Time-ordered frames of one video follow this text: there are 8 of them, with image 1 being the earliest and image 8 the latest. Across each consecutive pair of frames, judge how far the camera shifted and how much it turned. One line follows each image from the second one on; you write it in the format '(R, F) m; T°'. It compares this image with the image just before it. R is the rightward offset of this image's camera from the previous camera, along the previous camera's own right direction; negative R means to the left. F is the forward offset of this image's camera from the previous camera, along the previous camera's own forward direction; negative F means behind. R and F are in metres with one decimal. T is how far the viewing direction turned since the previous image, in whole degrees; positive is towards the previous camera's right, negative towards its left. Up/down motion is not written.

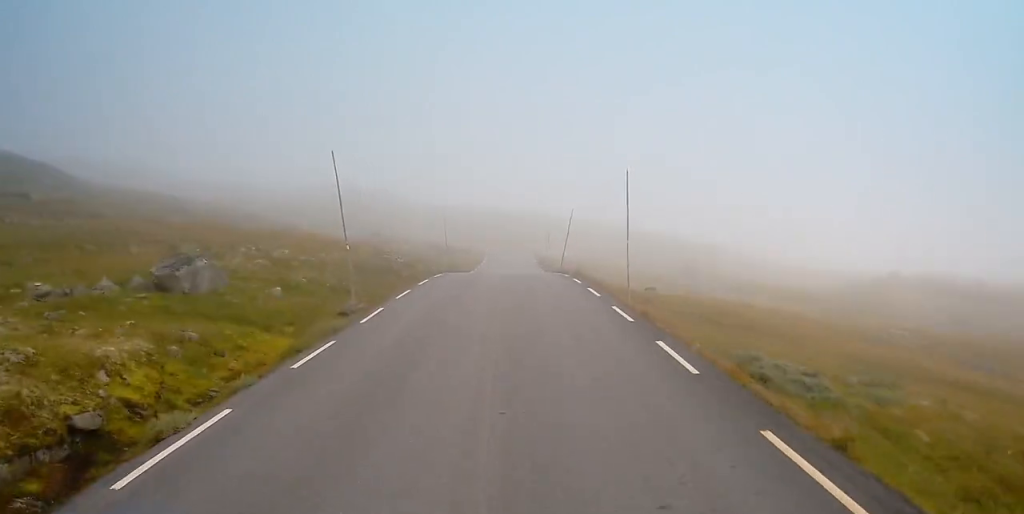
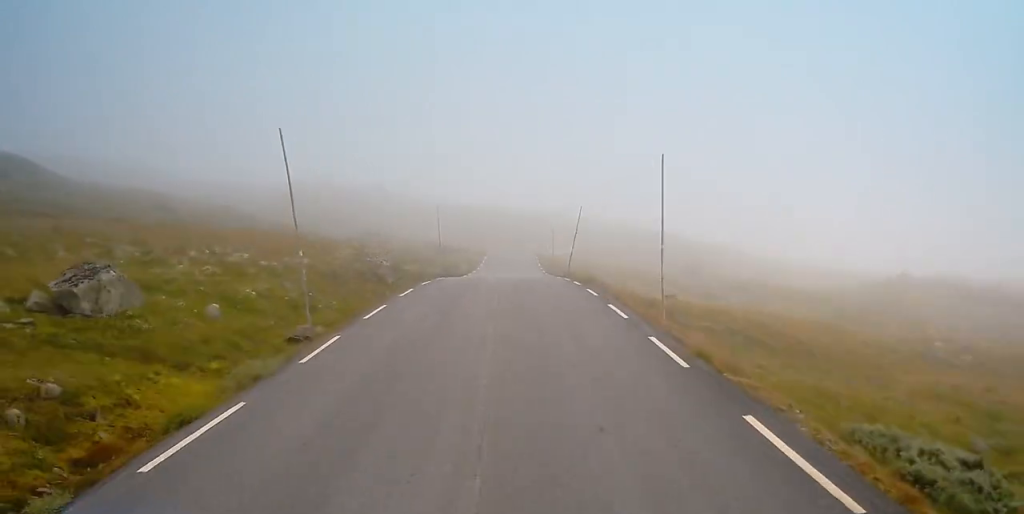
(+0.3, +5.4) m; 0°
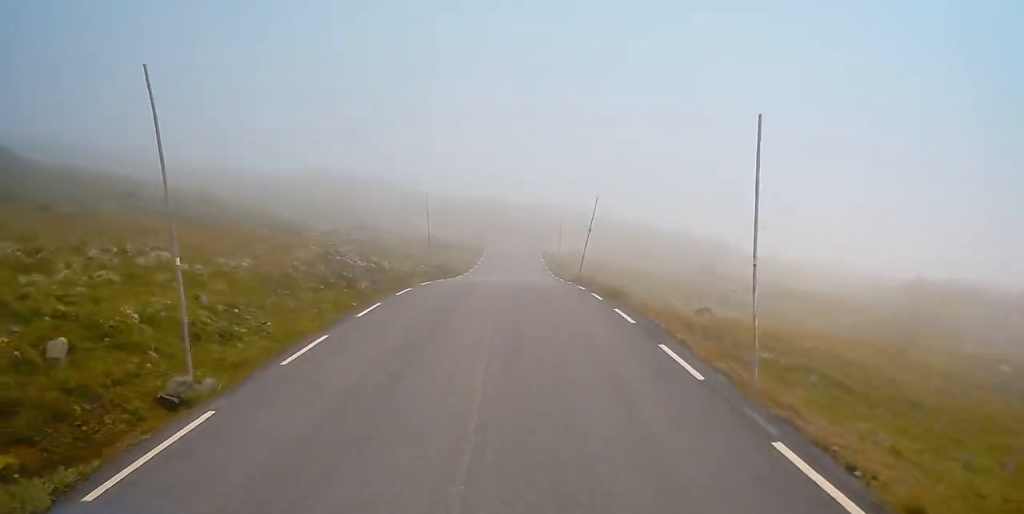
(-0.1, +7.0) m; -1°
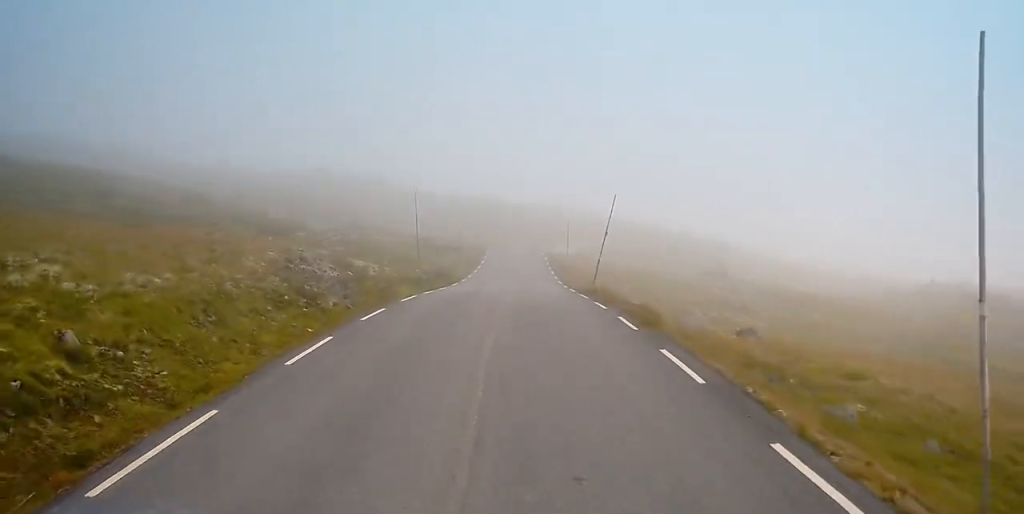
(-0.2, +6.0) m; -2°
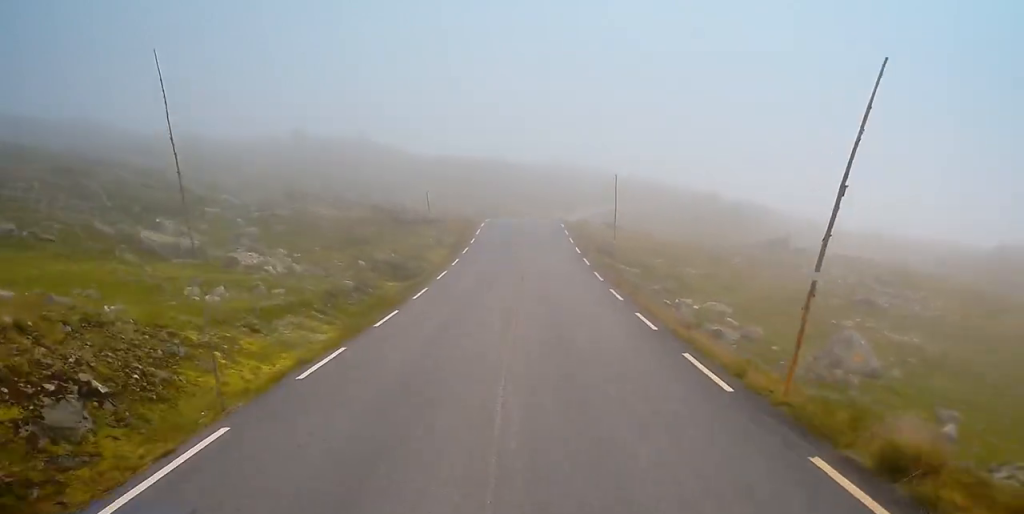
(0.0, +25.1) m; 0°
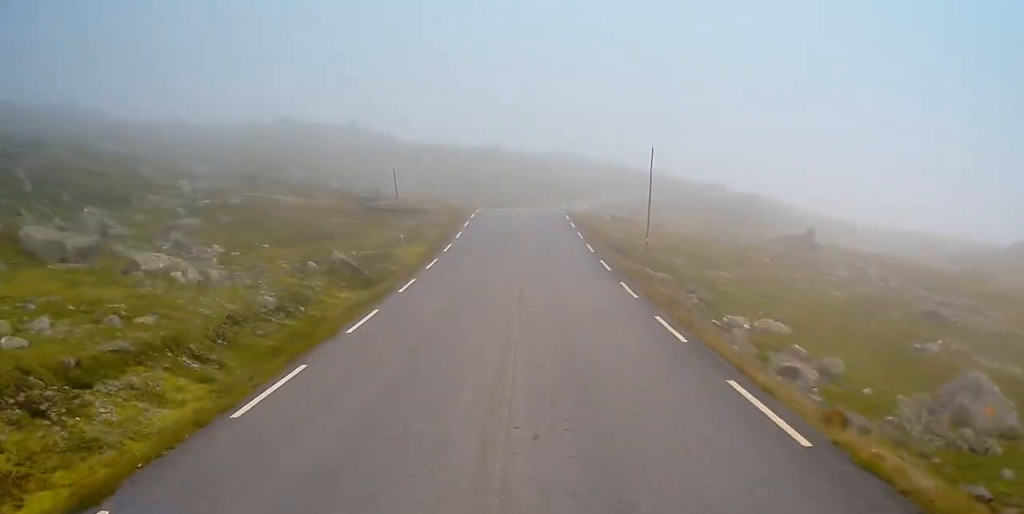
(0.0, +9.1) m; 0°
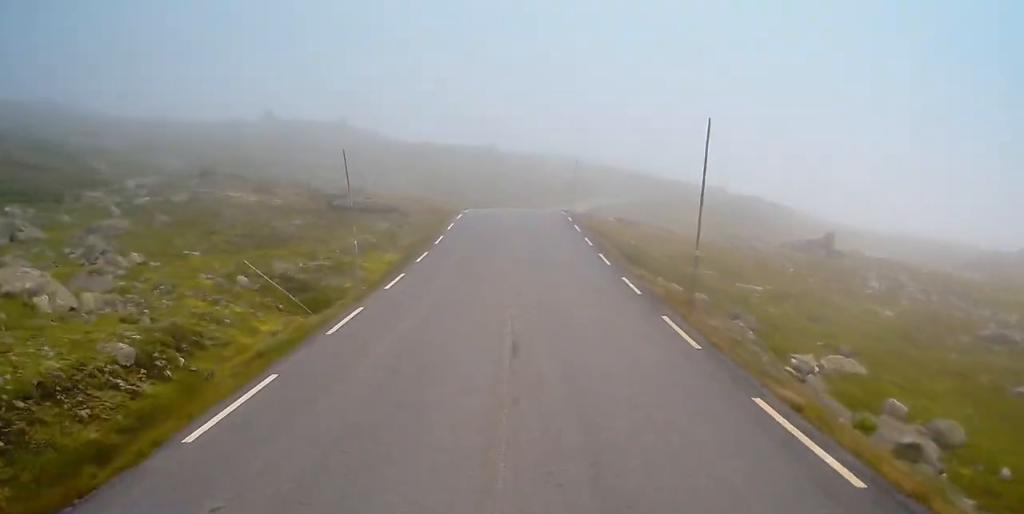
(+0.1, +7.5) m; -1°
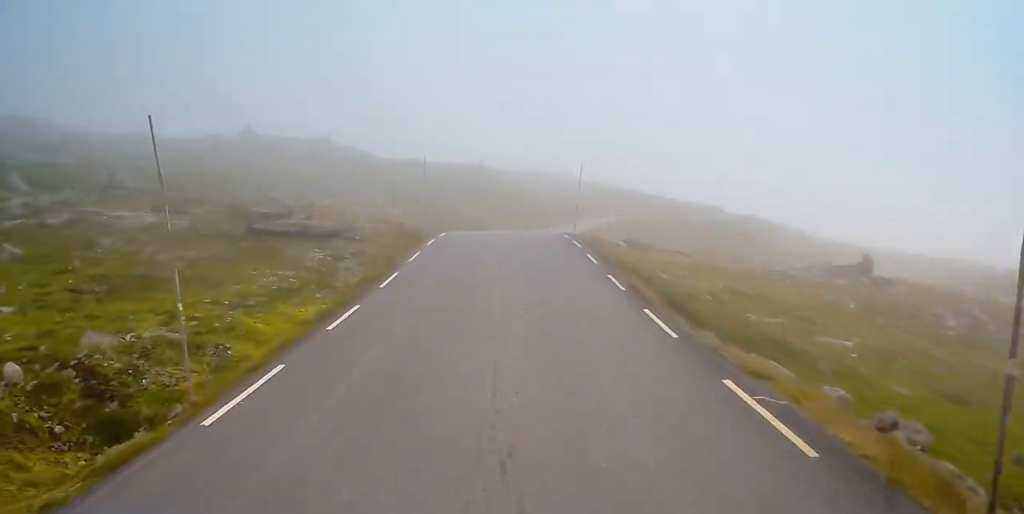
(-0.3, +11.5) m; +1°
